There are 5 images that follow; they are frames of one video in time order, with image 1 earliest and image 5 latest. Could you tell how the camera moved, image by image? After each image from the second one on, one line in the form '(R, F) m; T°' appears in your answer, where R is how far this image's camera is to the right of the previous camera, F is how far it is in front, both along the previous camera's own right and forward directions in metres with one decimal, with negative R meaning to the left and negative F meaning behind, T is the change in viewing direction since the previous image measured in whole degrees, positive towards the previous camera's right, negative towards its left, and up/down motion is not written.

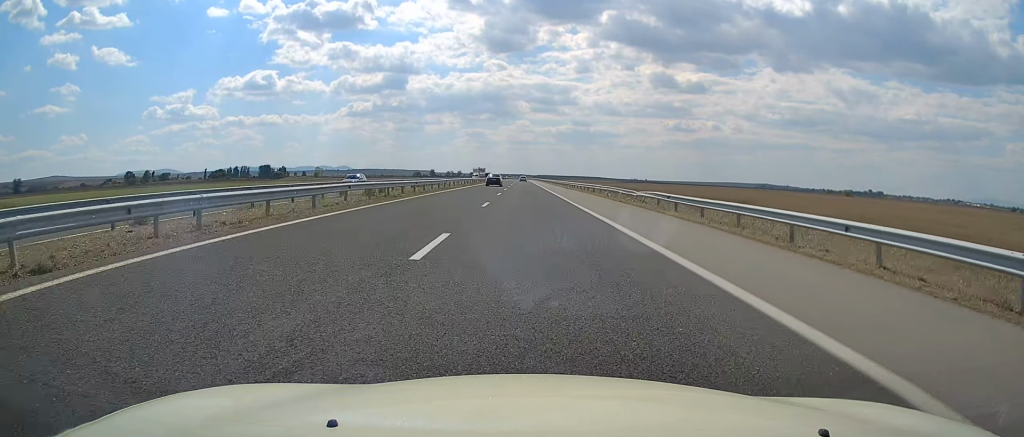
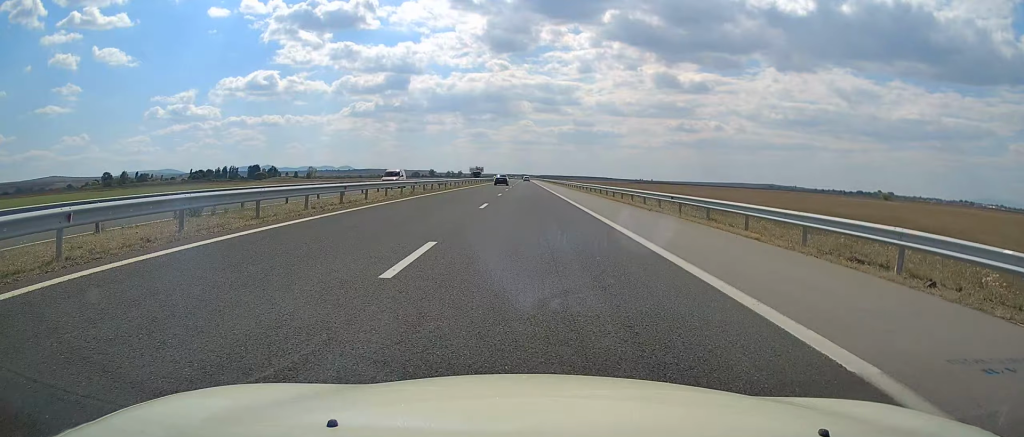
(0.0, +48.6) m; 0°
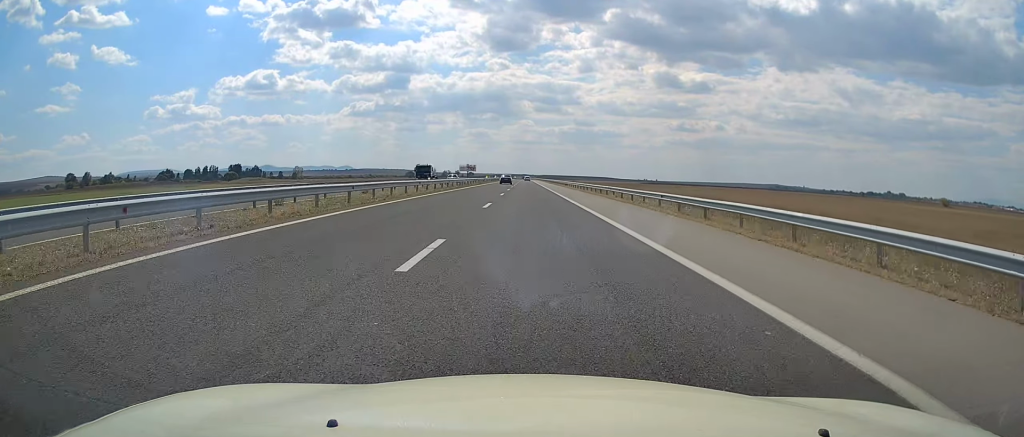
(-0.2, +63.0) m; -1°
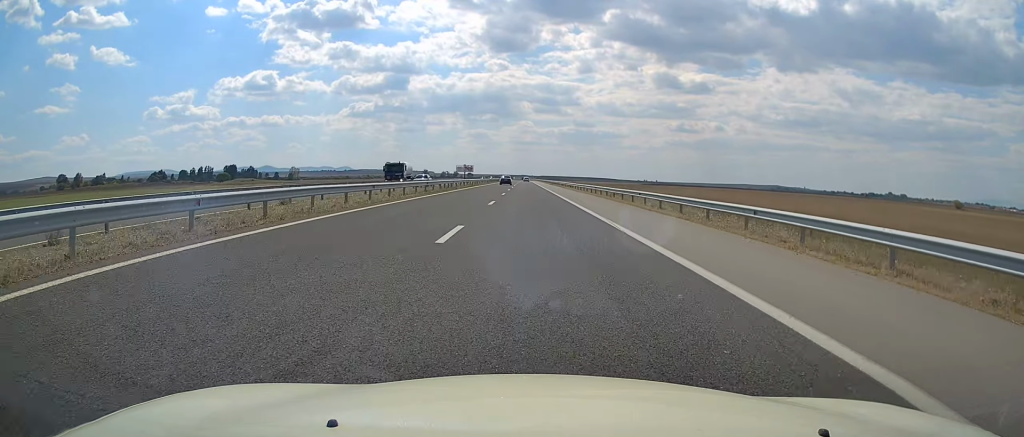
(0.0, +12.4) m; 0°
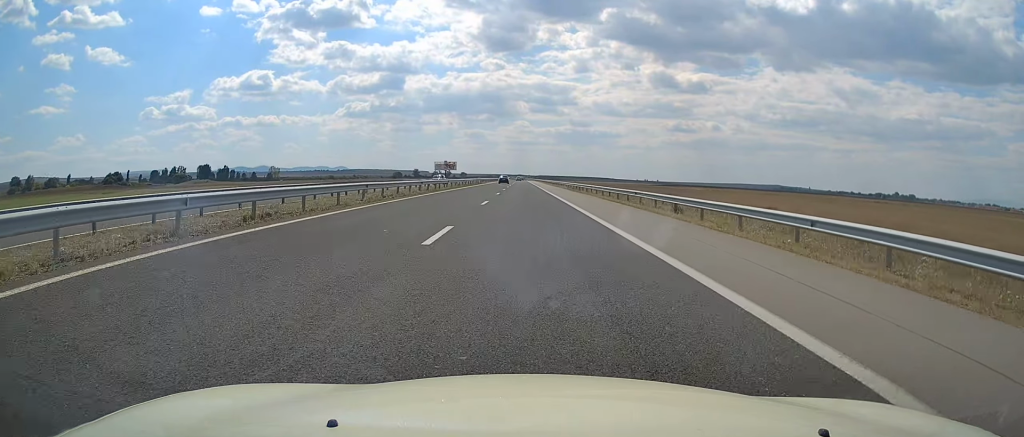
(0.0, +64.2) m; +1°
